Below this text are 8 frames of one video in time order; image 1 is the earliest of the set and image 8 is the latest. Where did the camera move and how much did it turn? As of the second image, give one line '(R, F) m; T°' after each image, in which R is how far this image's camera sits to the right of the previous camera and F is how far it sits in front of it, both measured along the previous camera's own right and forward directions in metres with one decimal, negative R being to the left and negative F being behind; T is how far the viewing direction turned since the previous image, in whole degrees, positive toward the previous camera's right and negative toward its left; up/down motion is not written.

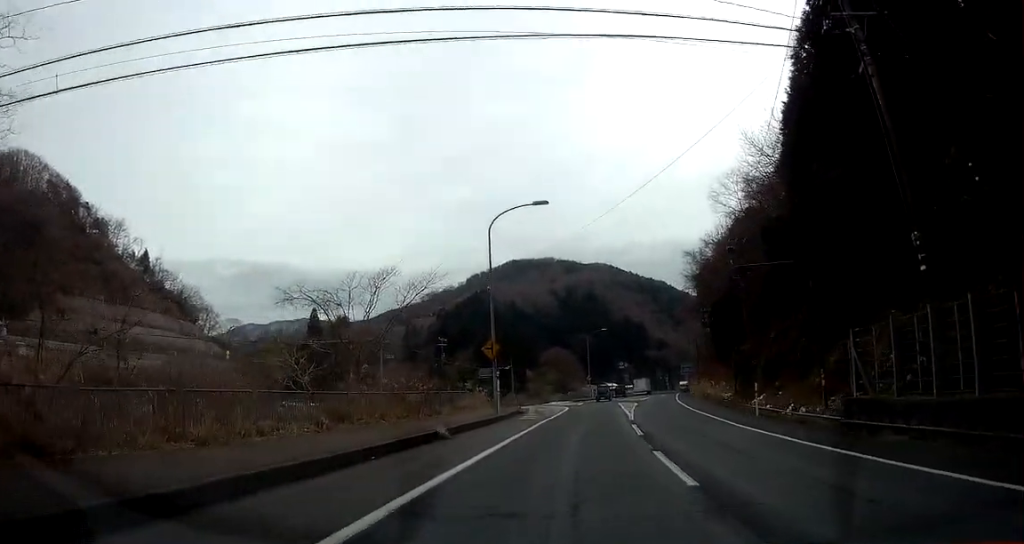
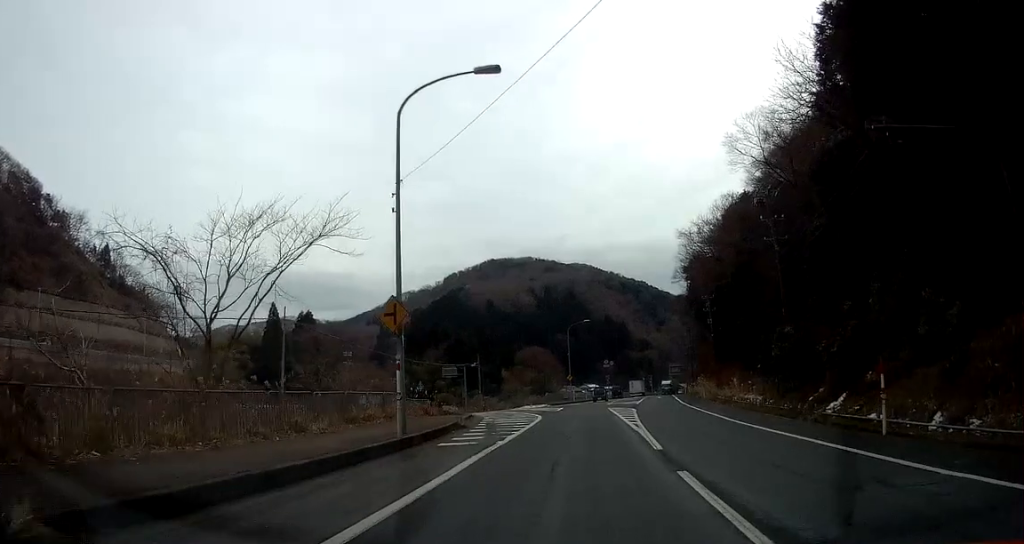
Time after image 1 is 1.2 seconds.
(+0.5, +13.8) m; +1°
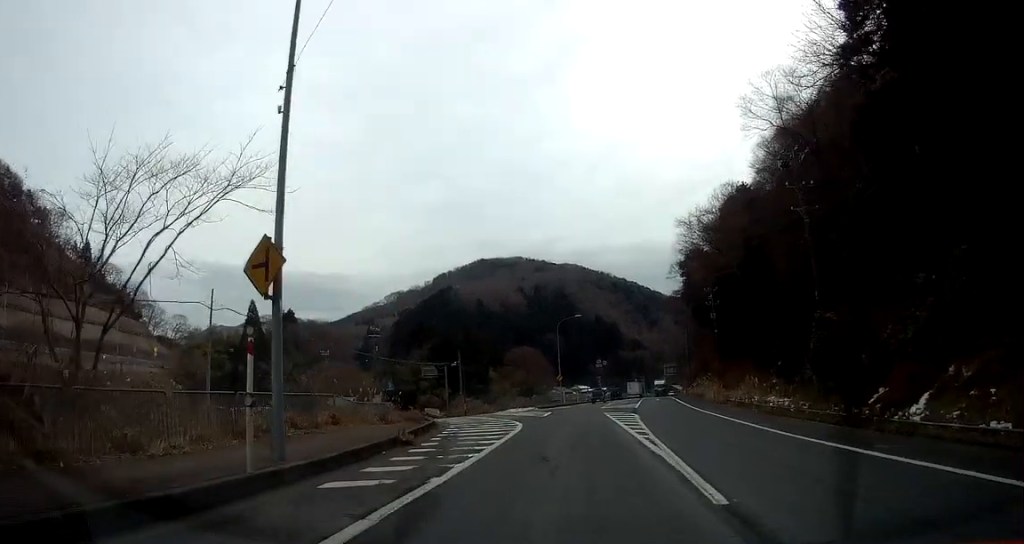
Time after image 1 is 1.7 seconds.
(-0.1, +6.5) m; -1°
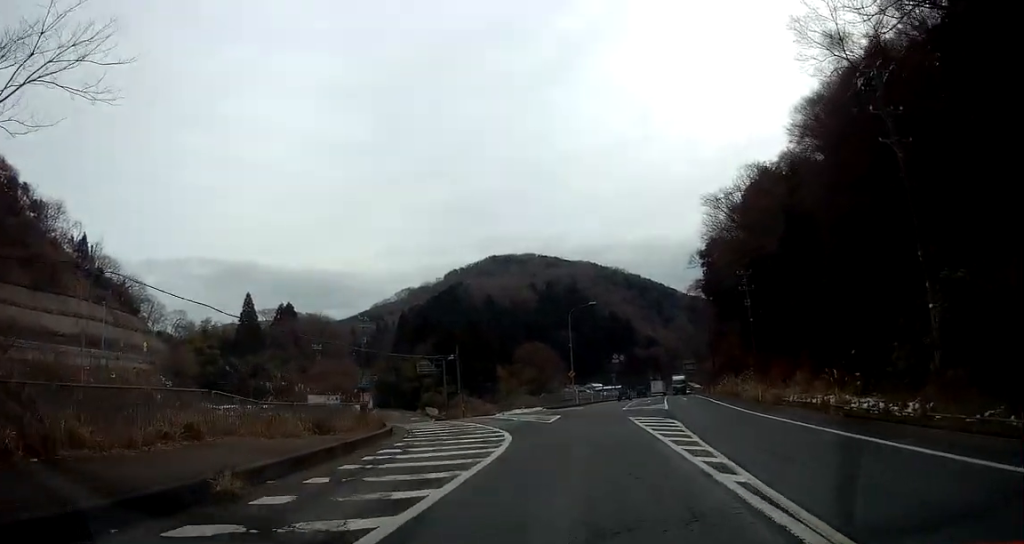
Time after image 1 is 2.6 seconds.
(-0.4, +9.1) m; -3°
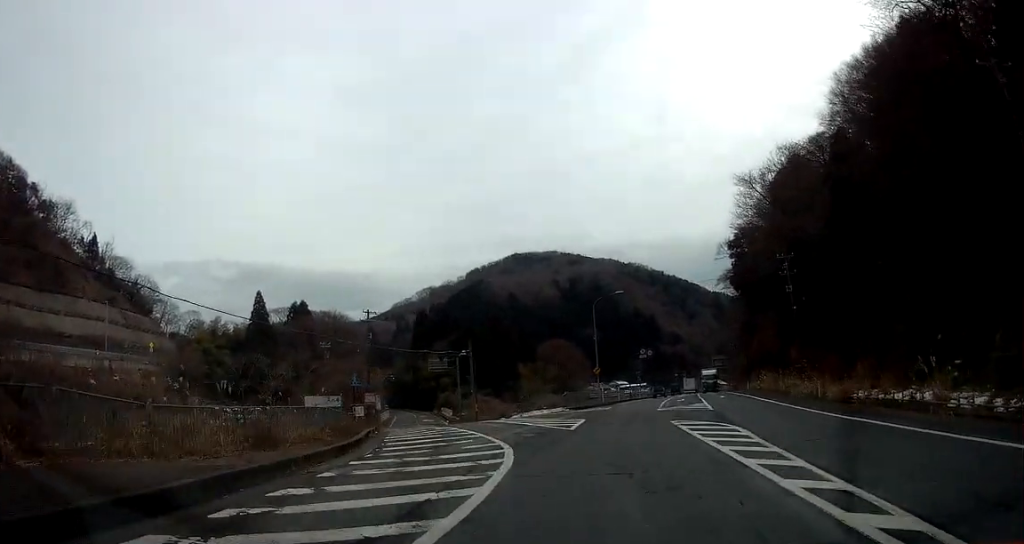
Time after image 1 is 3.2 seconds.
(+0.1, +5.9) m; -1°
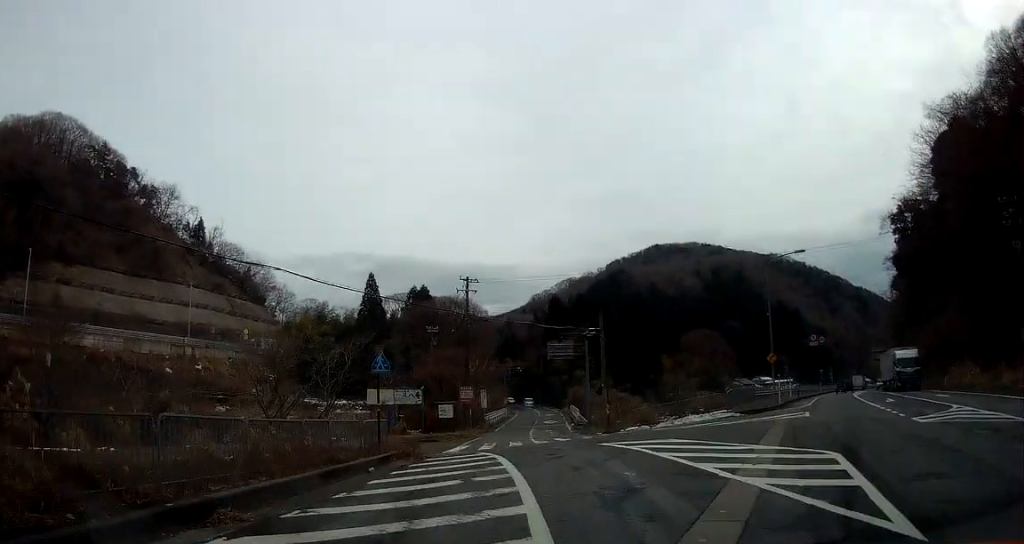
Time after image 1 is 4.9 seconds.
(-1.7, +15.3) m; -14°
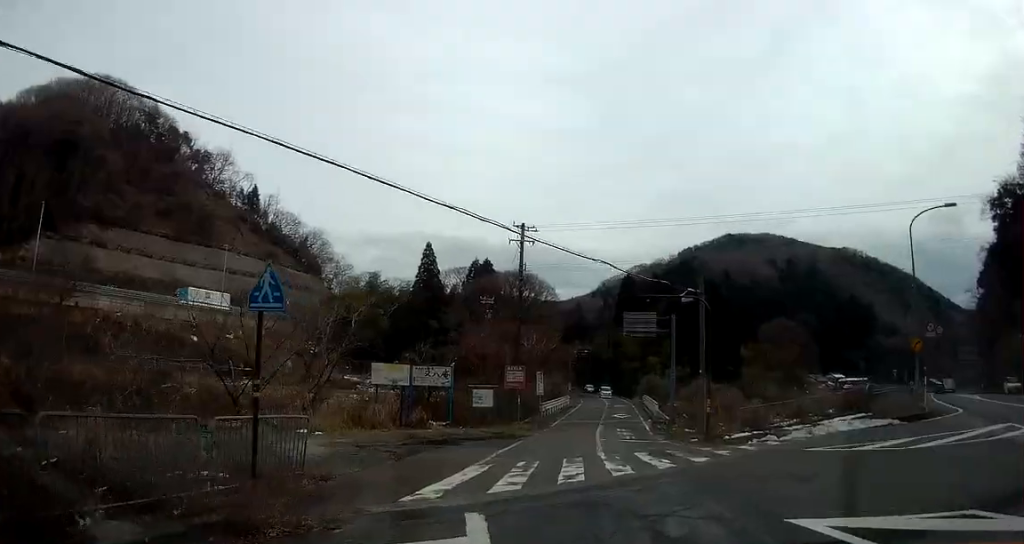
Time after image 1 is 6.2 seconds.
(-0.9, +11.2) m; -4°
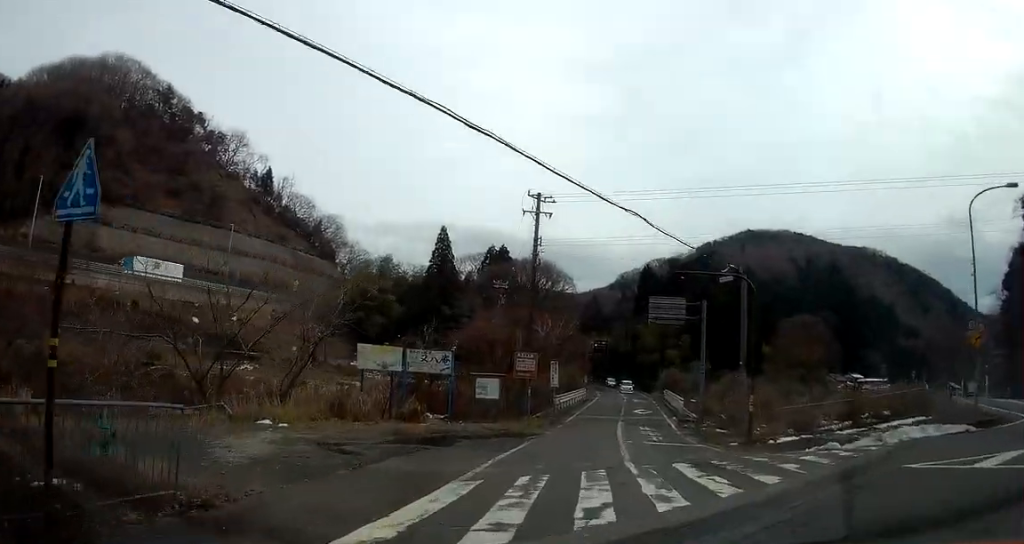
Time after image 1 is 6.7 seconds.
(0.0, +4.3) m; +1°
